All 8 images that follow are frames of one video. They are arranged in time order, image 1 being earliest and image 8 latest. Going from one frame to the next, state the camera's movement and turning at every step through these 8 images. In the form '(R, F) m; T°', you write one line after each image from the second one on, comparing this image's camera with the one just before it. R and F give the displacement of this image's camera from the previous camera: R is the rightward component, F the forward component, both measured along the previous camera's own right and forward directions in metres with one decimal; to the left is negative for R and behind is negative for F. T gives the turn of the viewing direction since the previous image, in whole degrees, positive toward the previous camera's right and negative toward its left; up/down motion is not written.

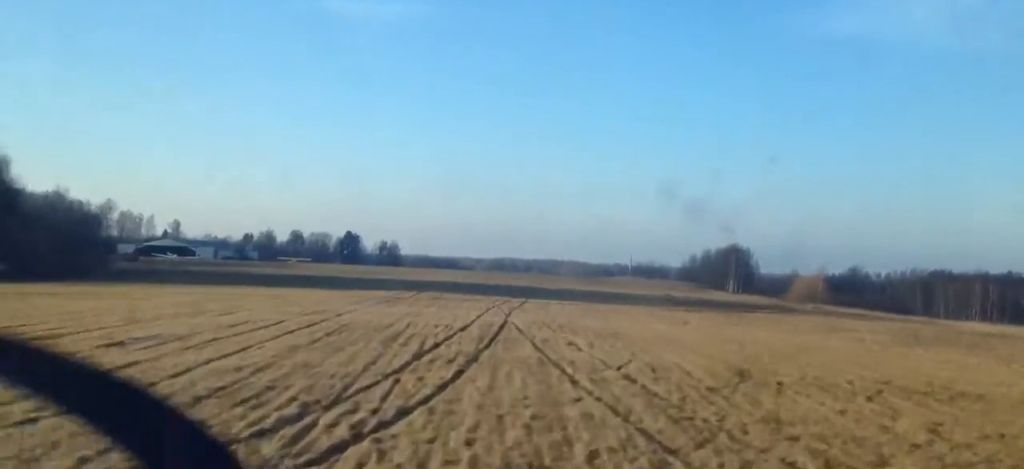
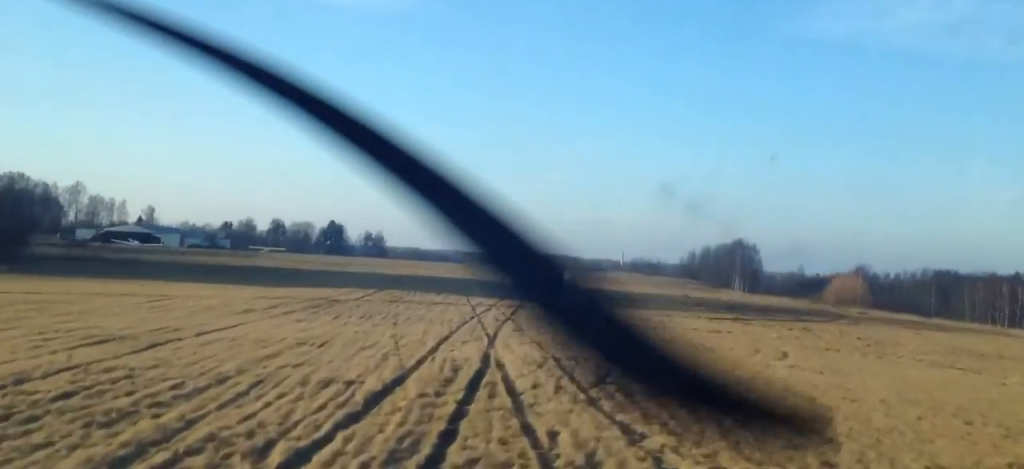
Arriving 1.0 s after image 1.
(0.0, +26.3) m; -1°
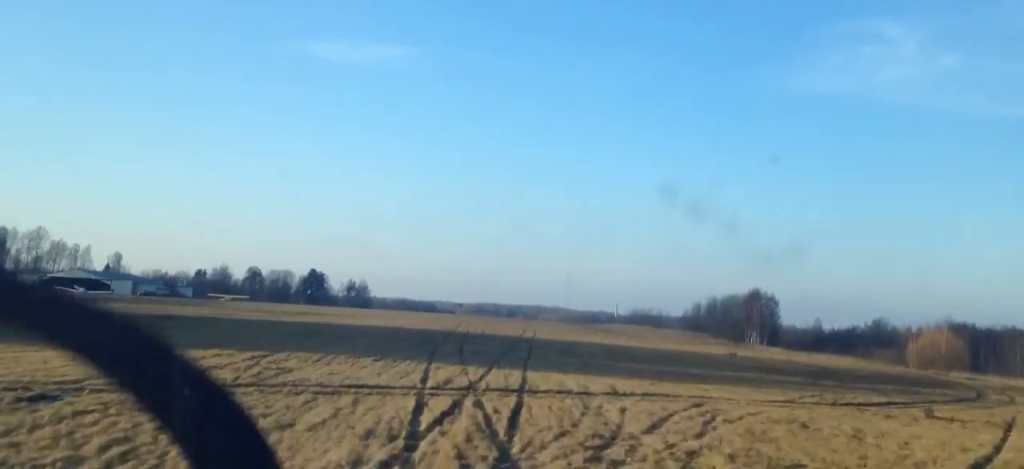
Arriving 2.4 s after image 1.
(-0.6, +34.3) m; 0°
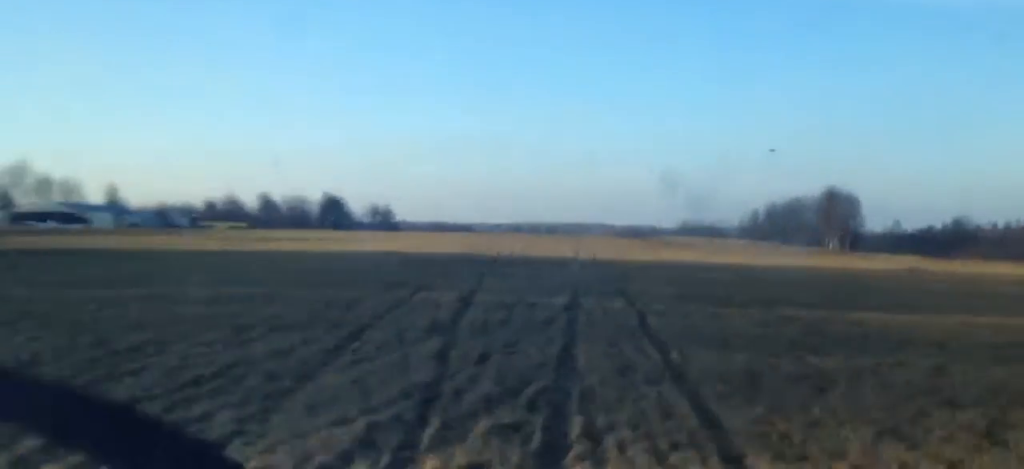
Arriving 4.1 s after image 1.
(+0.8, +39.3) m; +2°
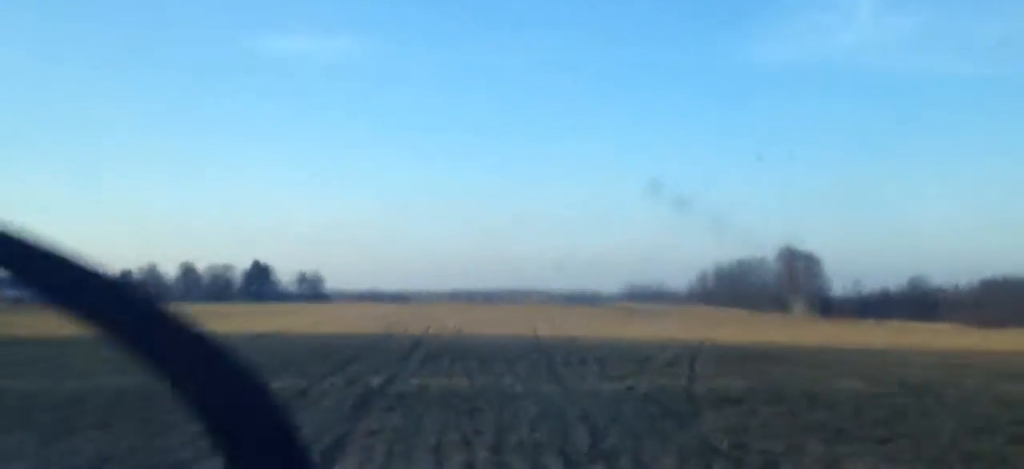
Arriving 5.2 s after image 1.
(-0.1, +24.5) m; -1°
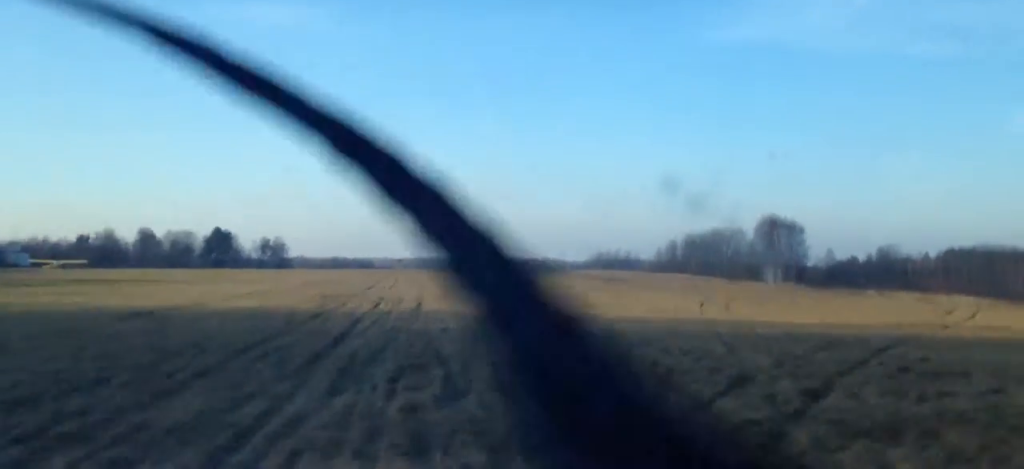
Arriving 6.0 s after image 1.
(-0.1, +15.8) m; 0°
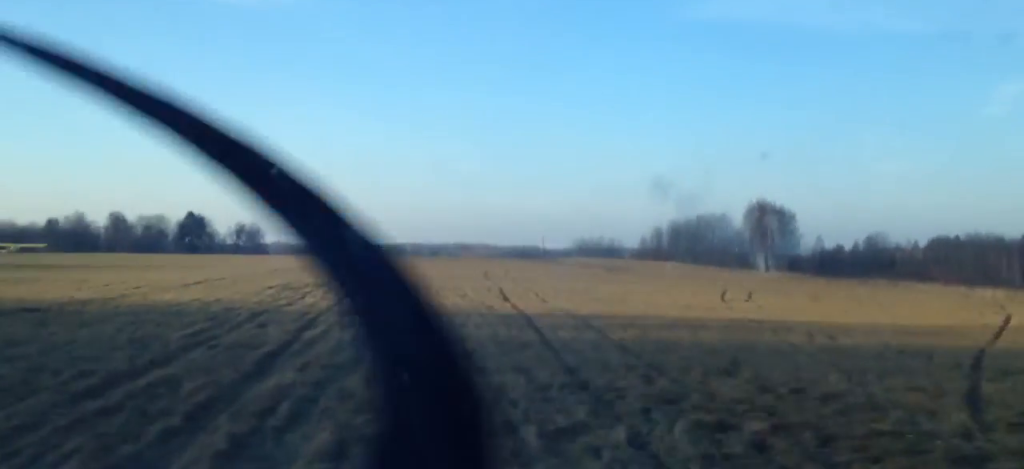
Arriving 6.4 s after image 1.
(0.0, +8.4) m; +1°
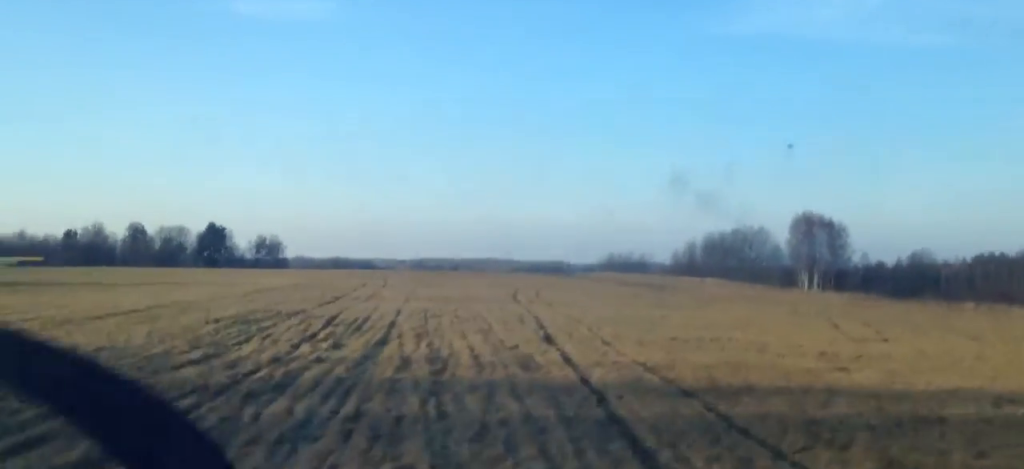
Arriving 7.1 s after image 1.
(+0.1, +14.1) m; +1°
